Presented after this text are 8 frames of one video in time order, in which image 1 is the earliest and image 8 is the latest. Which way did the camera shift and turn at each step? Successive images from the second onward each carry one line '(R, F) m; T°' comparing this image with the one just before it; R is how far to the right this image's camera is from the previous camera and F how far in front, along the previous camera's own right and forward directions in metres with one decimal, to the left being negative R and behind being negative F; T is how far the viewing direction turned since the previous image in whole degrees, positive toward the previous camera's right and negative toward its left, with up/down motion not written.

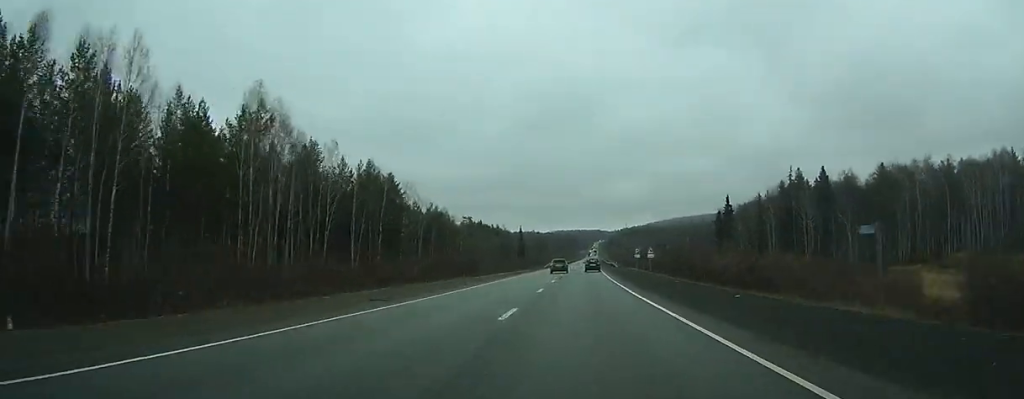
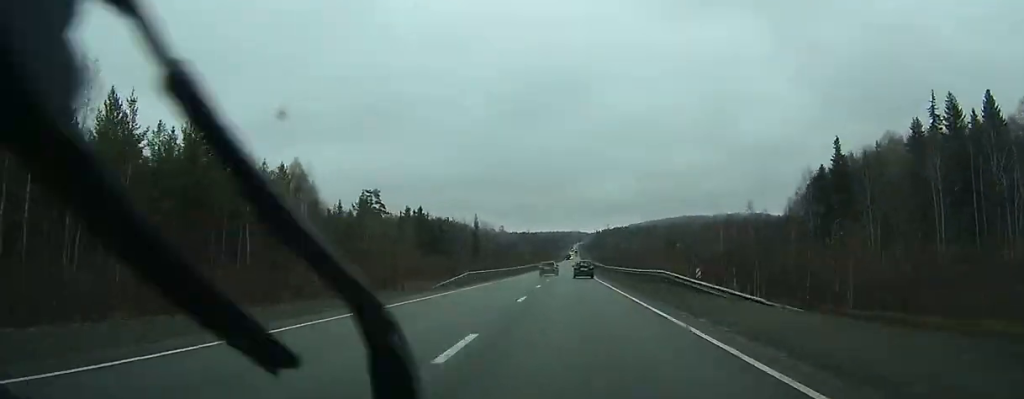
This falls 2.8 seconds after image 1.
(+1.2, +77.1) m; +1°
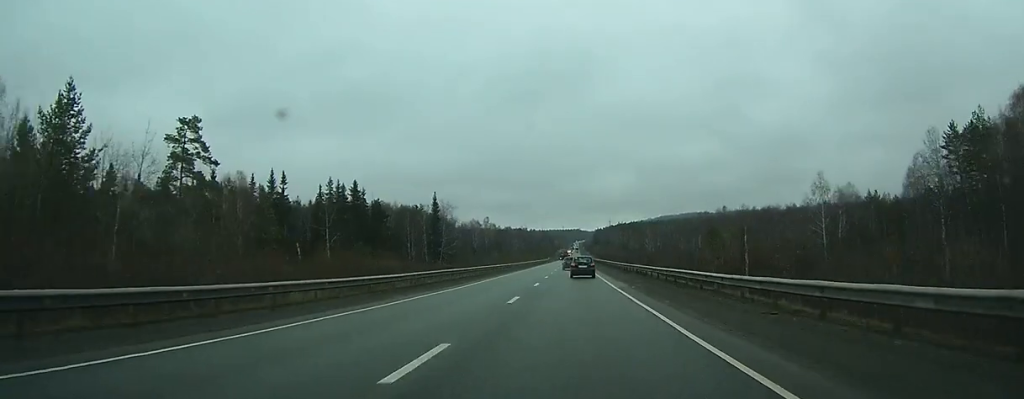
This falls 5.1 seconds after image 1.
(+0.1, +61.4) m; 0°
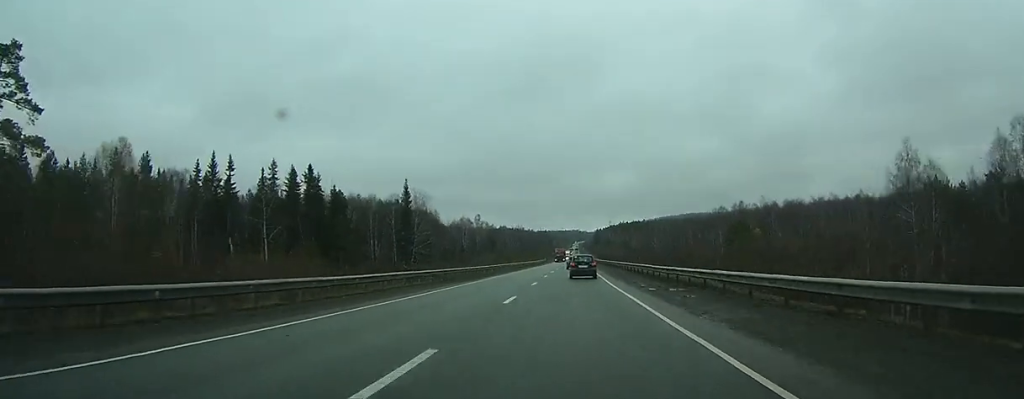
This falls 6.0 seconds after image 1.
(0.0, +24.9) m; 0°
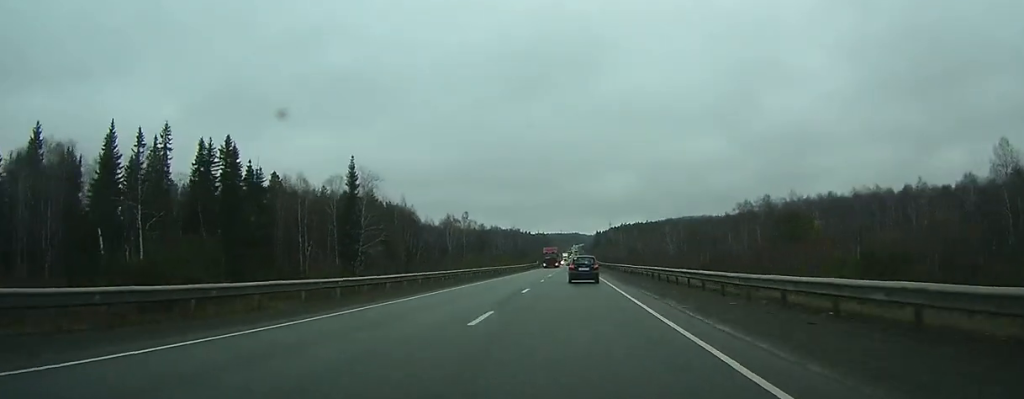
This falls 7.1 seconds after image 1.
(+0.2, +29.9) m; 0°
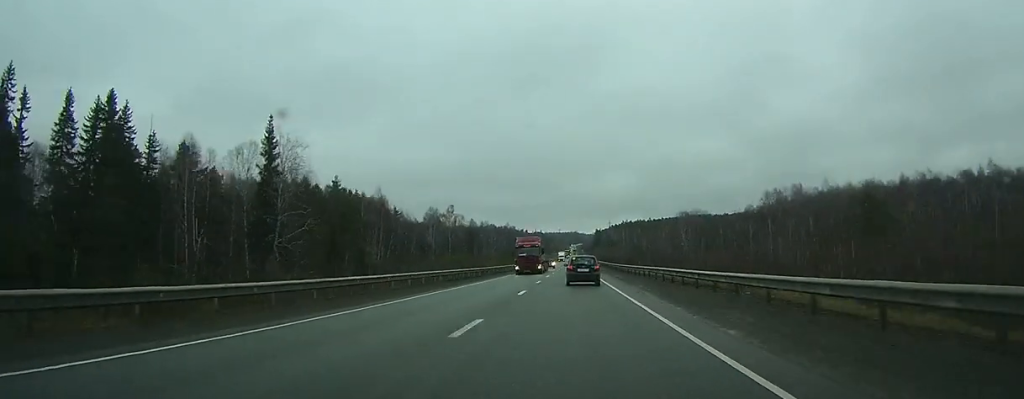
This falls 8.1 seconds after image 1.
(+0.1, +25.9) m; 0°
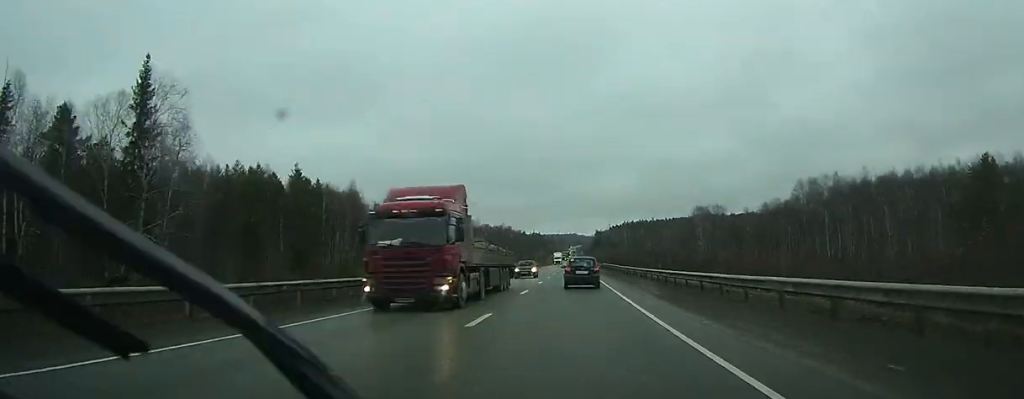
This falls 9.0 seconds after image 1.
(+0.1, +22.1) m; 0°
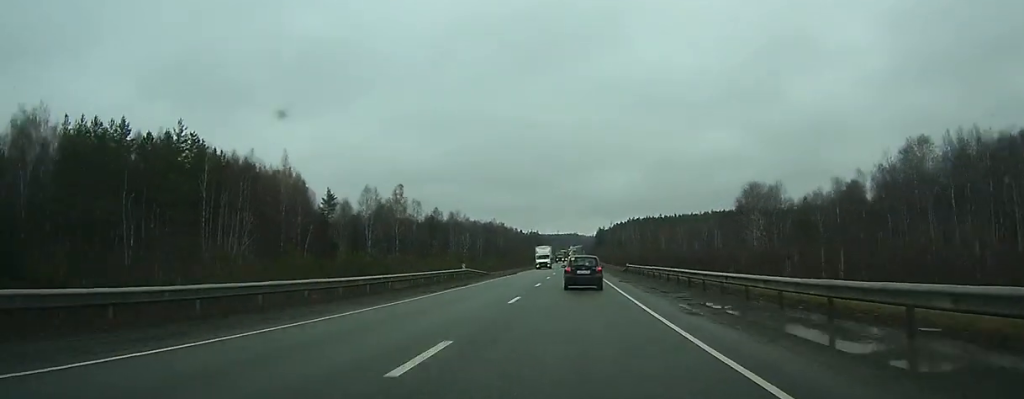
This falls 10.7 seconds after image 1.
(-0.1, +41.3) m; 0°
